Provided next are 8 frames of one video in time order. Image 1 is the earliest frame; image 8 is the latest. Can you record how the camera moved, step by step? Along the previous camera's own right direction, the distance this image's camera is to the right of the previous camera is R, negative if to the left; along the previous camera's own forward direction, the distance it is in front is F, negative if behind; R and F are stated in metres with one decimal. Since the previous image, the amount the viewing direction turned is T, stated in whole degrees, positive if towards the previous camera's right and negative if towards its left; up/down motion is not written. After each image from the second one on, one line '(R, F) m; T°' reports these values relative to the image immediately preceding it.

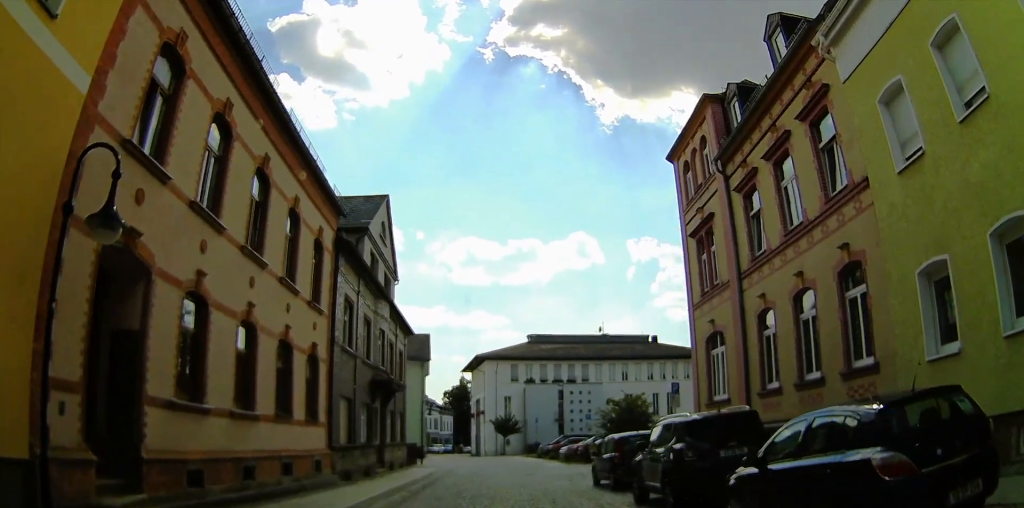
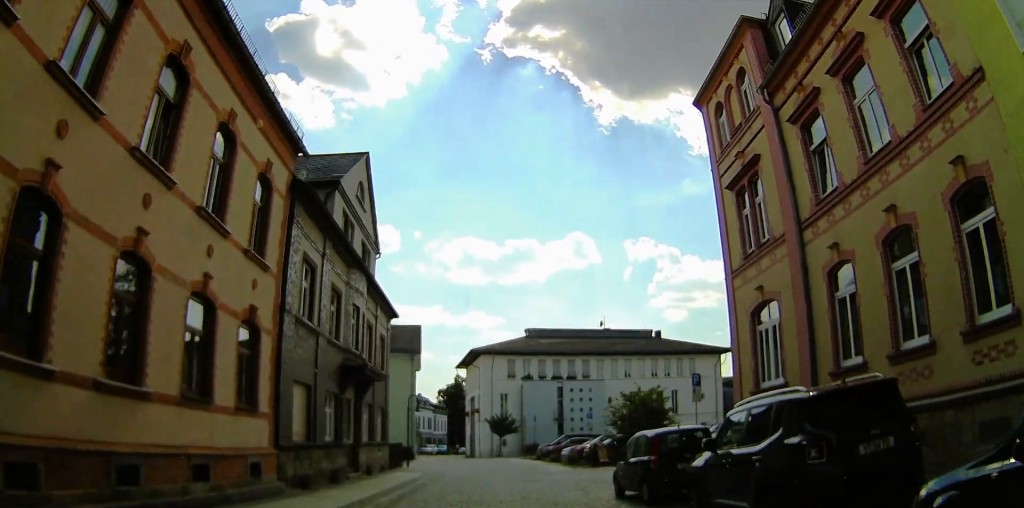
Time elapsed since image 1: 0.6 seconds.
(0.0, +3.8) m; 0°
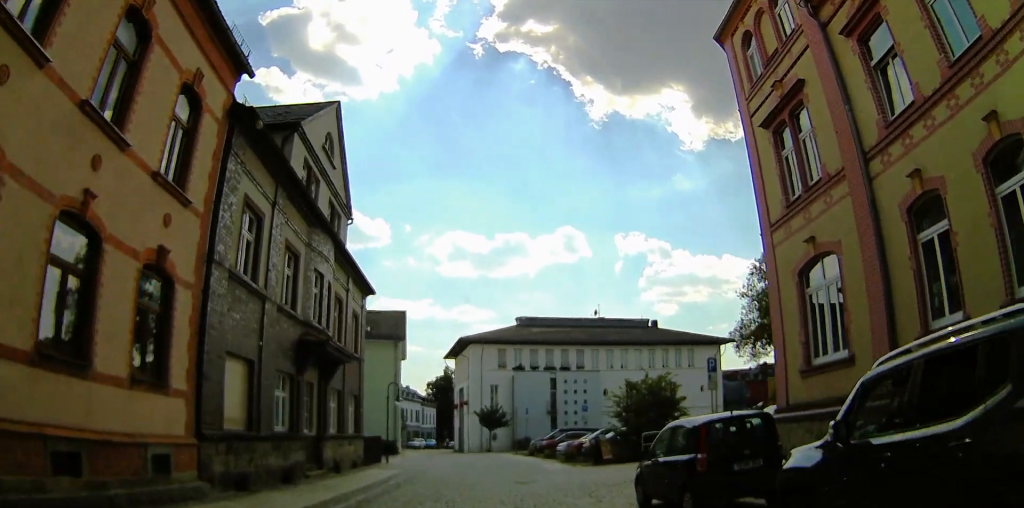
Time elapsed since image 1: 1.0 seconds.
(0.0, +2.7) m; 0°
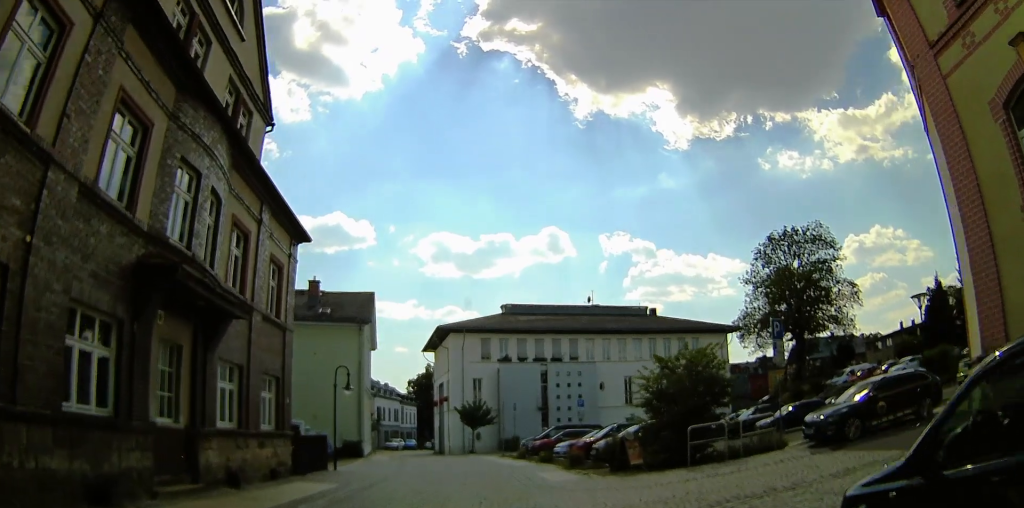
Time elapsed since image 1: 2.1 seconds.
(0.0, +6.5) m; 0°
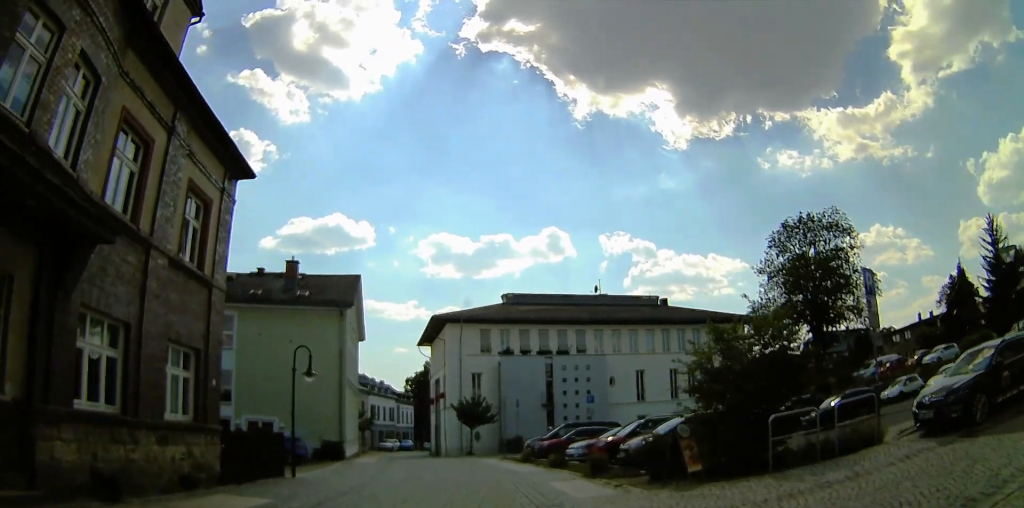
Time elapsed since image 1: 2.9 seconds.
(0.0, +4.6) m; 0°
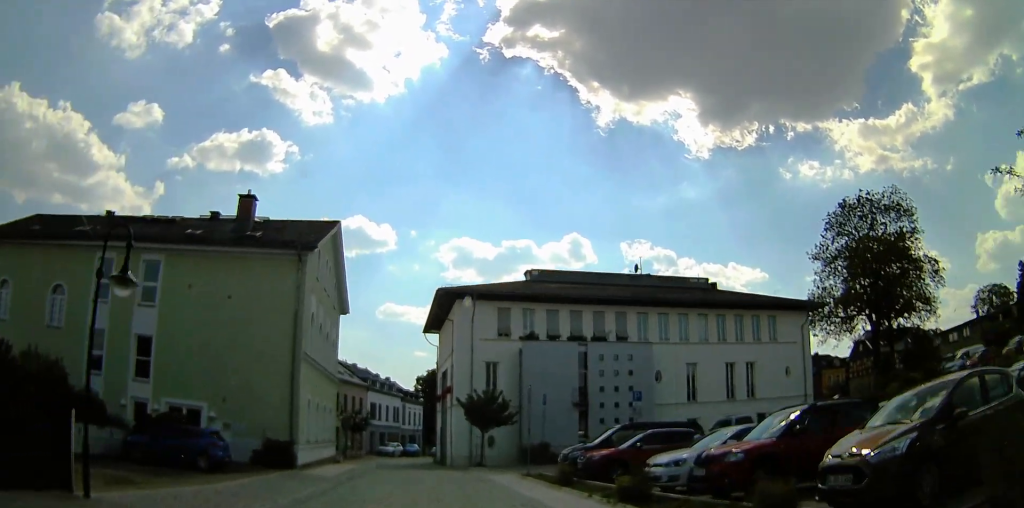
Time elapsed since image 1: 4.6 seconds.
(0.0, +9.6) m; 0°
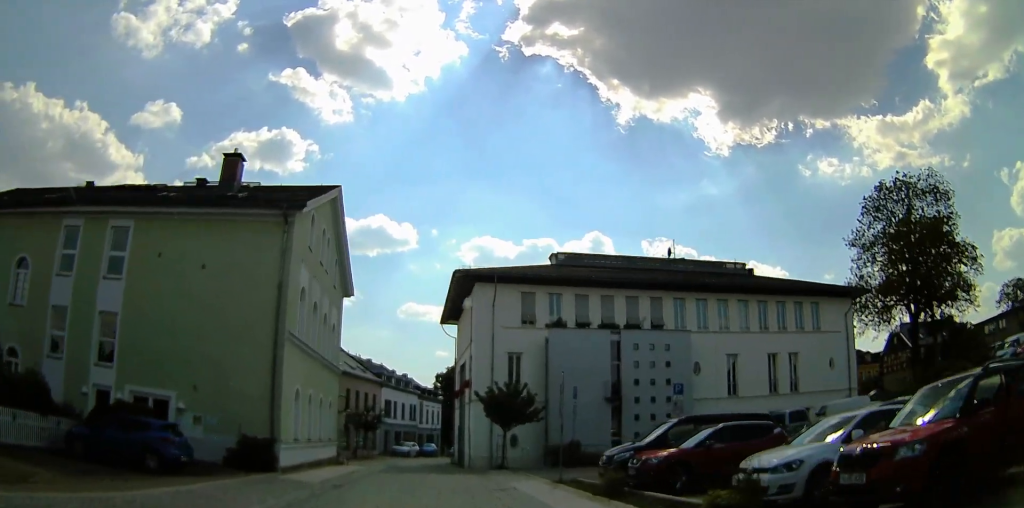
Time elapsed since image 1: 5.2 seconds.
(0.0, +3.6) m; -1°
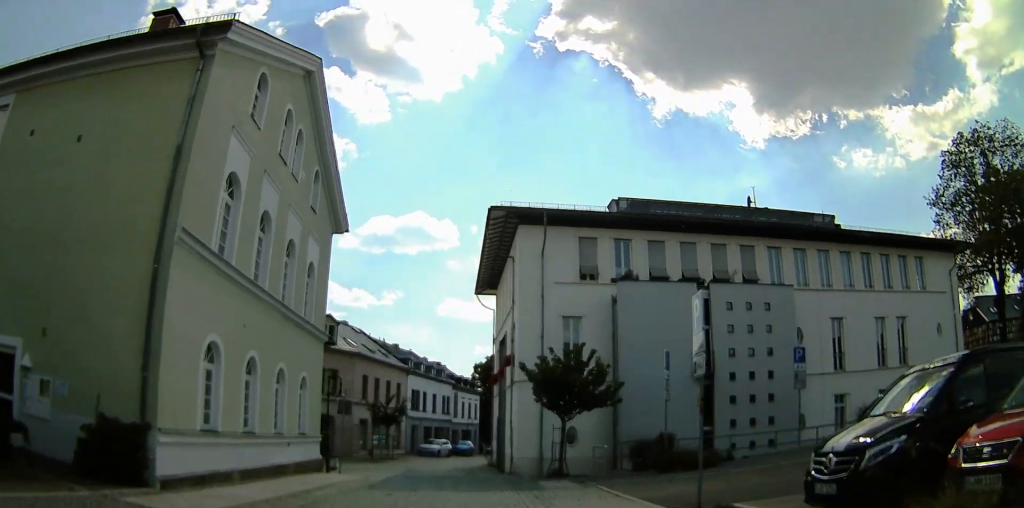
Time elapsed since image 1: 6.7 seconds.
(-0.3, +8.0) m; -3°
